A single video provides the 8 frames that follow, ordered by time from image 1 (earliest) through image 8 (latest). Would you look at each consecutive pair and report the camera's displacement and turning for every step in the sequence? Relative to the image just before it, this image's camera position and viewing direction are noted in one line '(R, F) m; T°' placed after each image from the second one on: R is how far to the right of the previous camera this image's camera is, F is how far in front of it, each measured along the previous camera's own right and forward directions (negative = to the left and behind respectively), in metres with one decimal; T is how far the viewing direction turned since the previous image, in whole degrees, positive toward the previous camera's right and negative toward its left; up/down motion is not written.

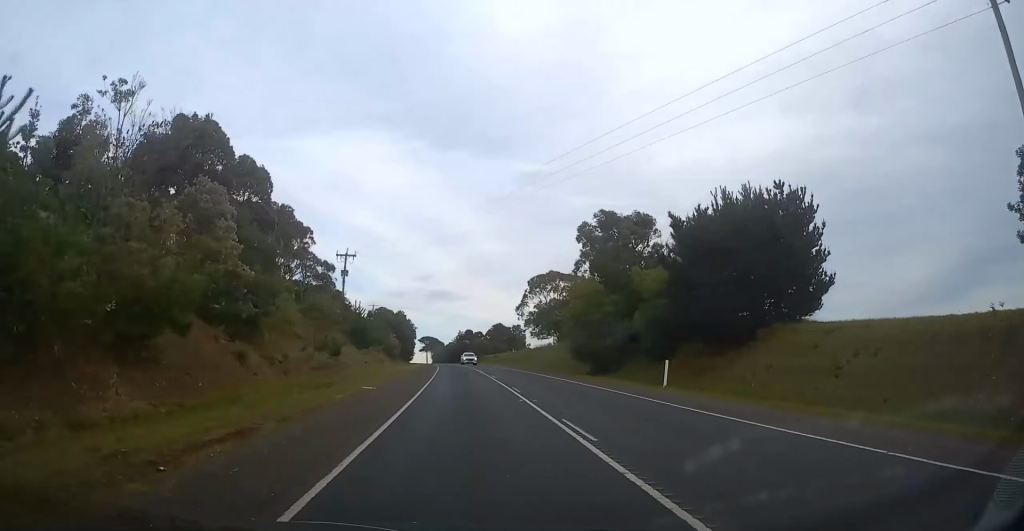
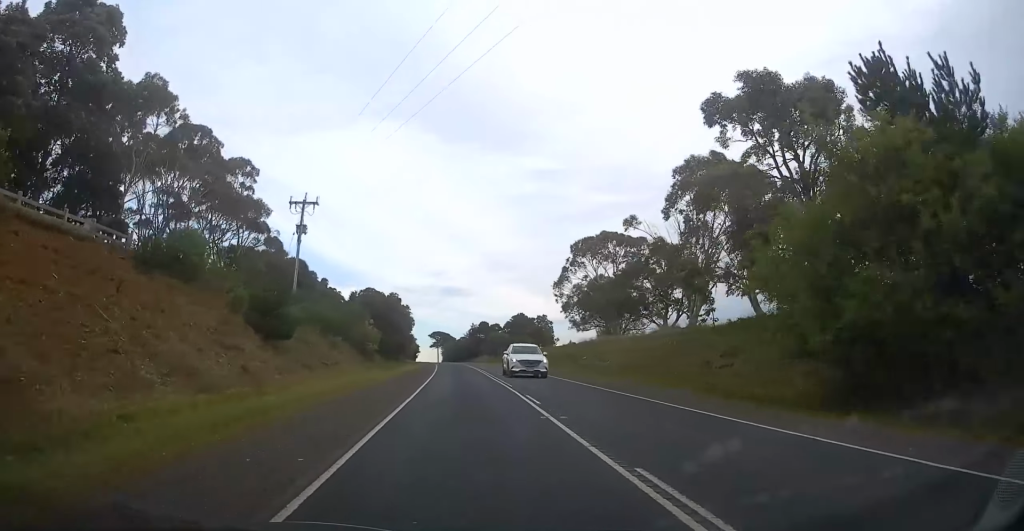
(-0.4, +28.8) m; -1°
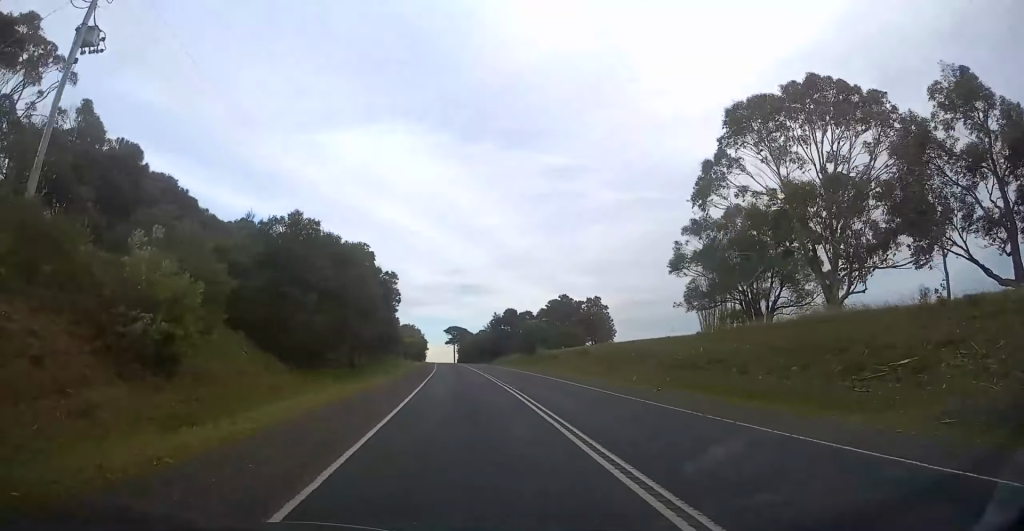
(-0.4, +37.9) m; -2°
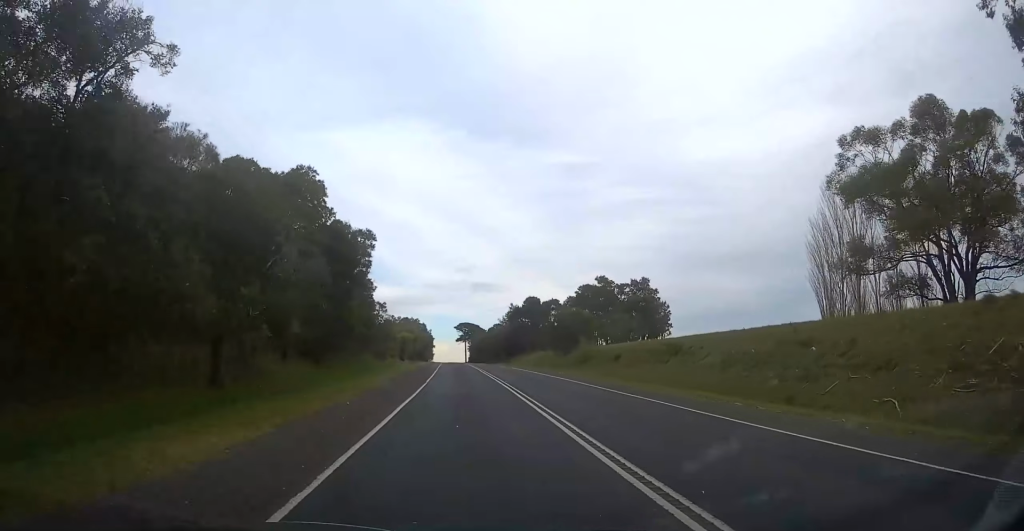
(-0.4, +20.4) m; -1°
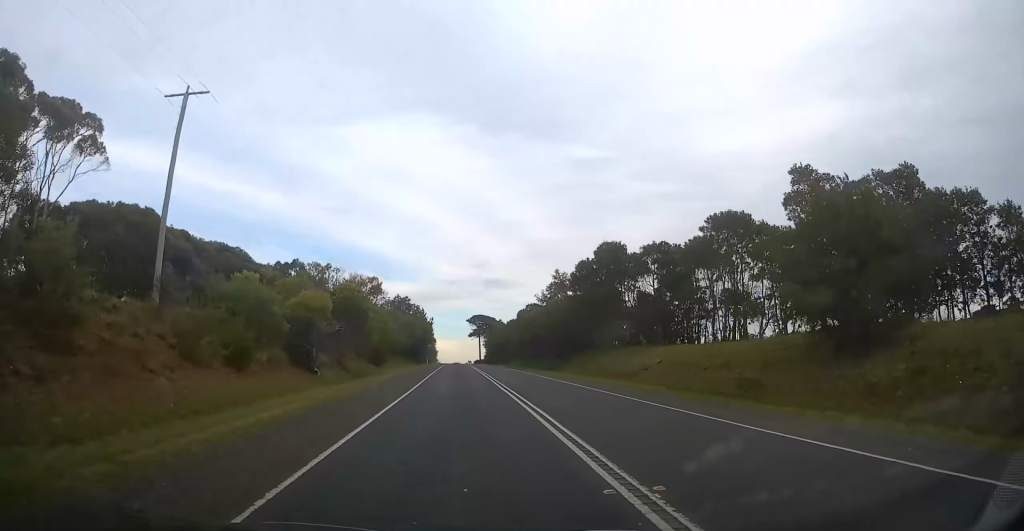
(+0.1, +46.8) m; 0°
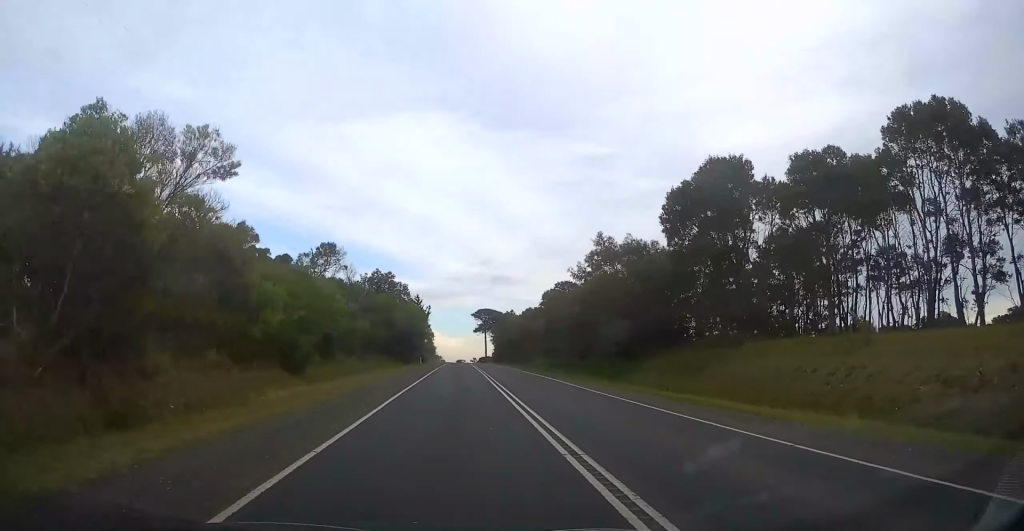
(-0.1, +23.9) m; -1°
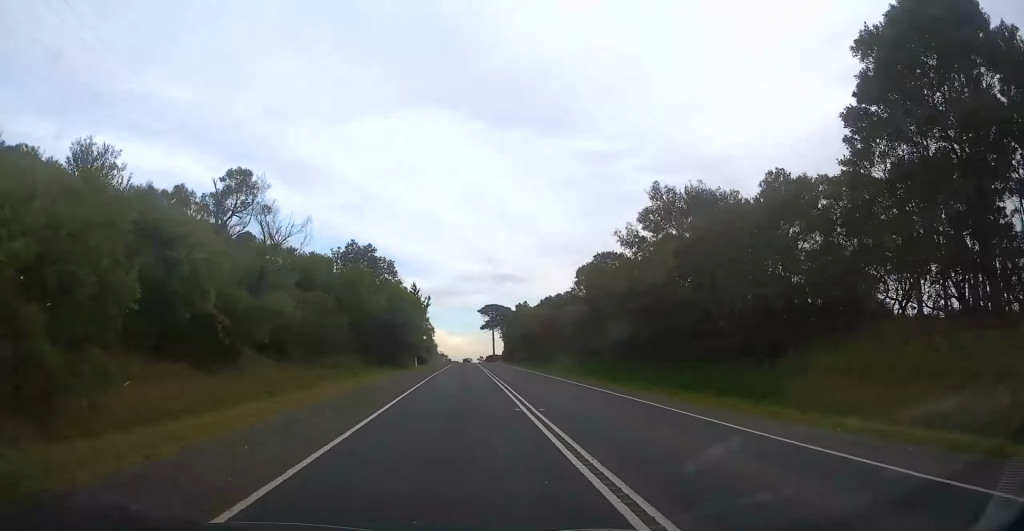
(-0.1, +15.2) m; -1°
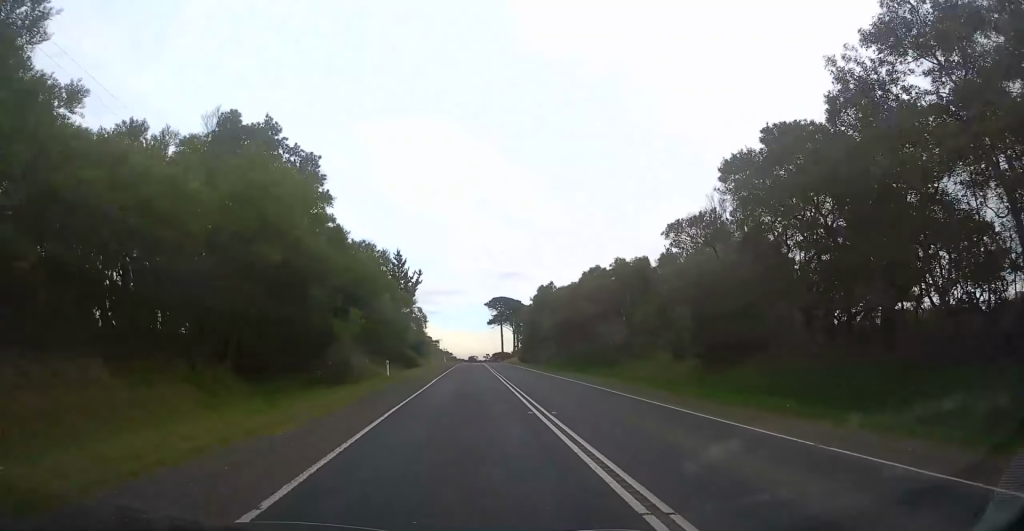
(-0.1, +24.6) m; 0°
